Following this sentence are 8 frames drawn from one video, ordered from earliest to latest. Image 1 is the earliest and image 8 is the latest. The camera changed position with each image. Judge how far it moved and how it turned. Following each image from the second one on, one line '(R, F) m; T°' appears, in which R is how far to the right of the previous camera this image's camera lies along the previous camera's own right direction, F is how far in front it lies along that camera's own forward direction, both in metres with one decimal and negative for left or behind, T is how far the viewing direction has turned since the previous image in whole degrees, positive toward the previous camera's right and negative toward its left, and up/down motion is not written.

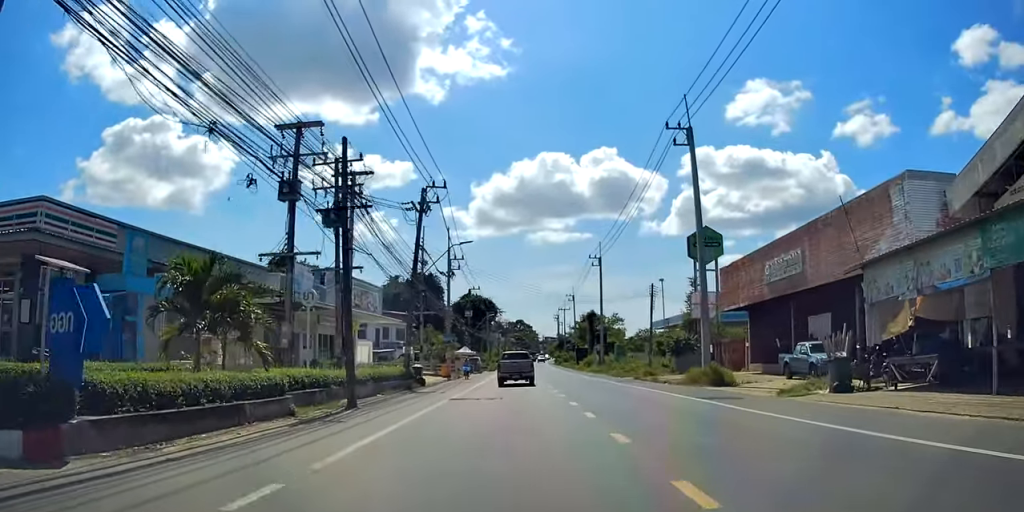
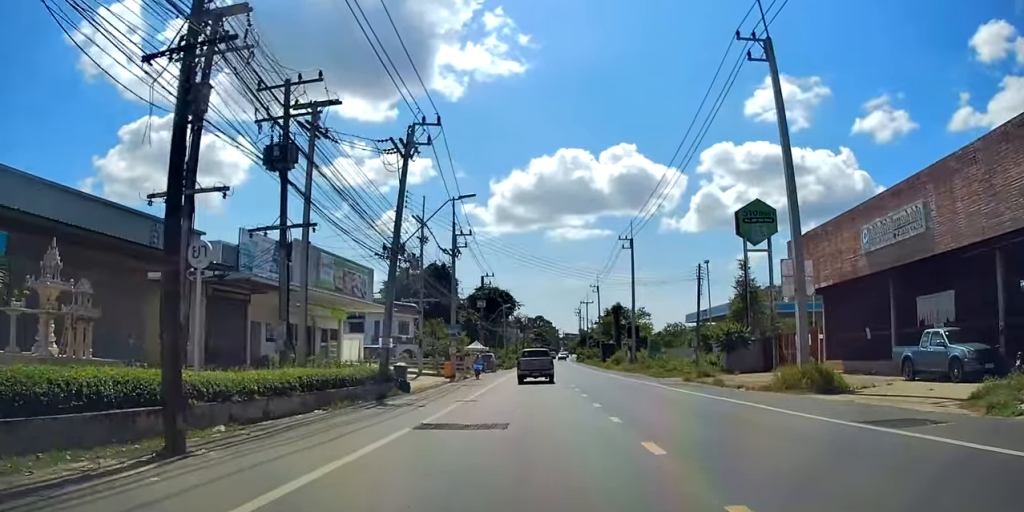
(-0.1, +9.2) m; -2°
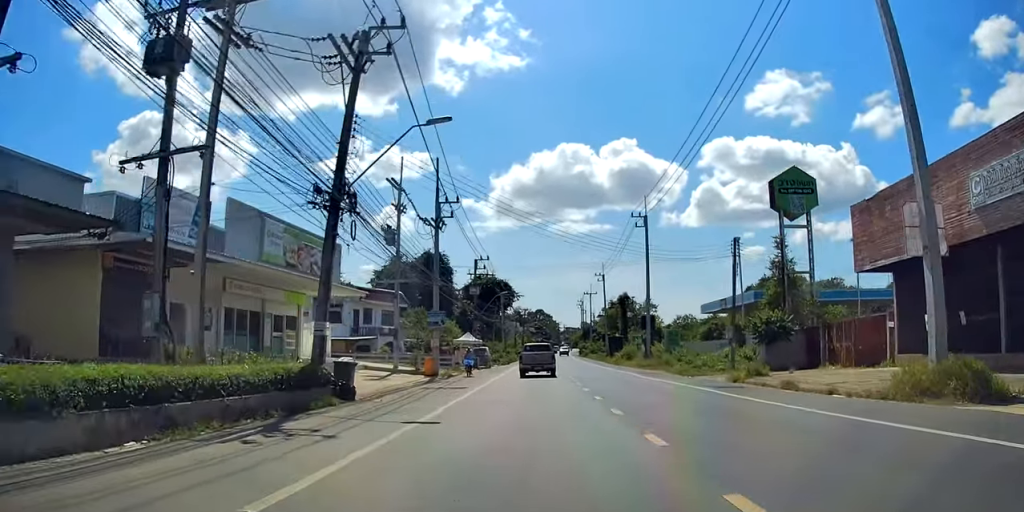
(-0.3, +8.0) m; -1°
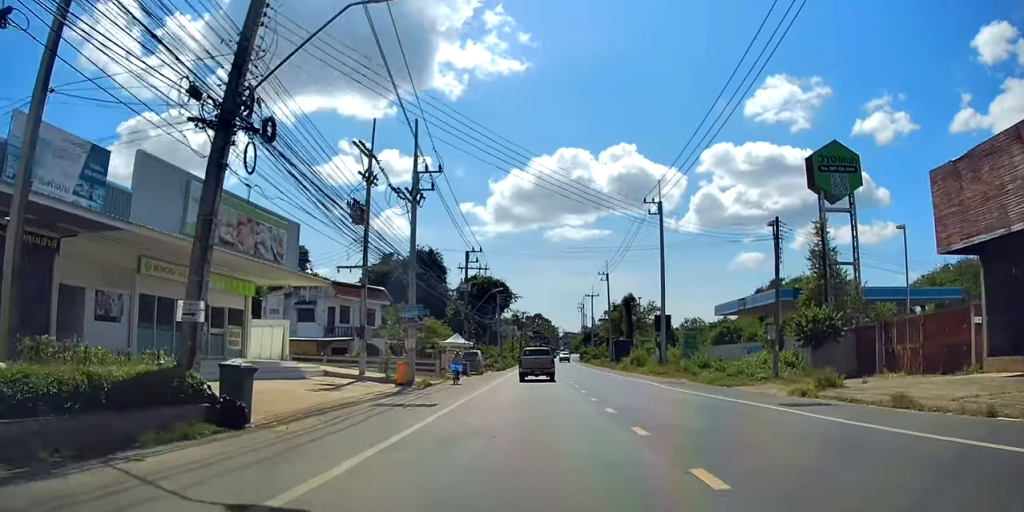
(-0.1, +6.6) m; +1°
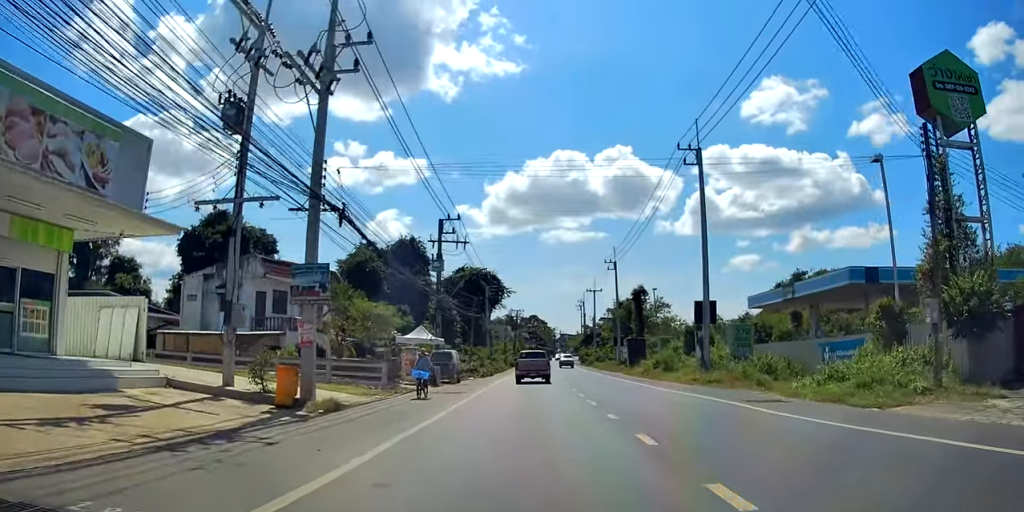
(+0.4, +13.6) m; +2°
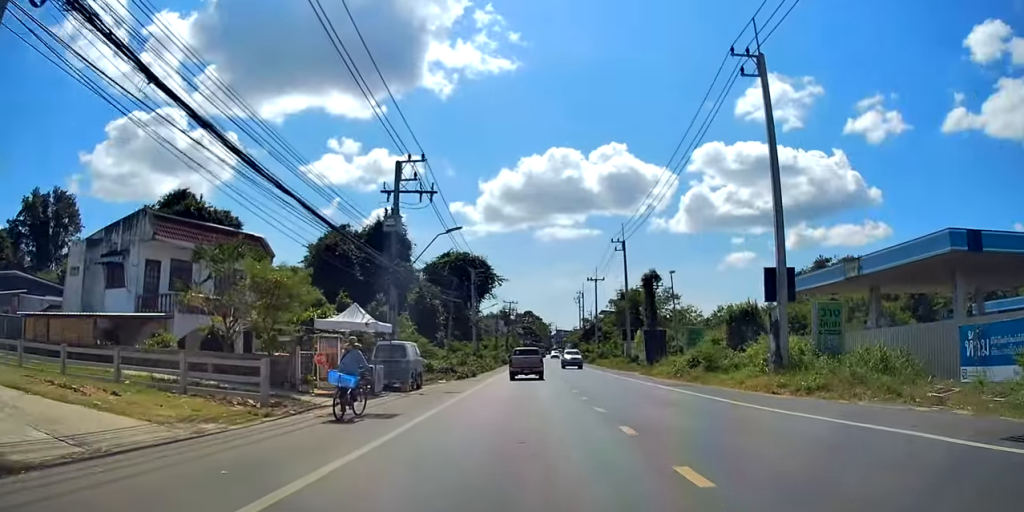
(+0.1, +11.9) m; +1°
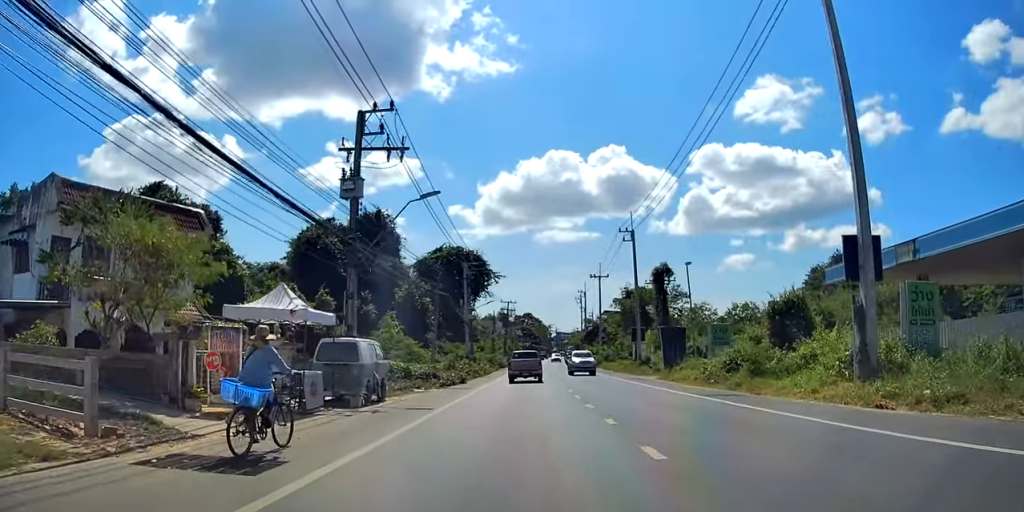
(+0.1, +6.9) m; 0°
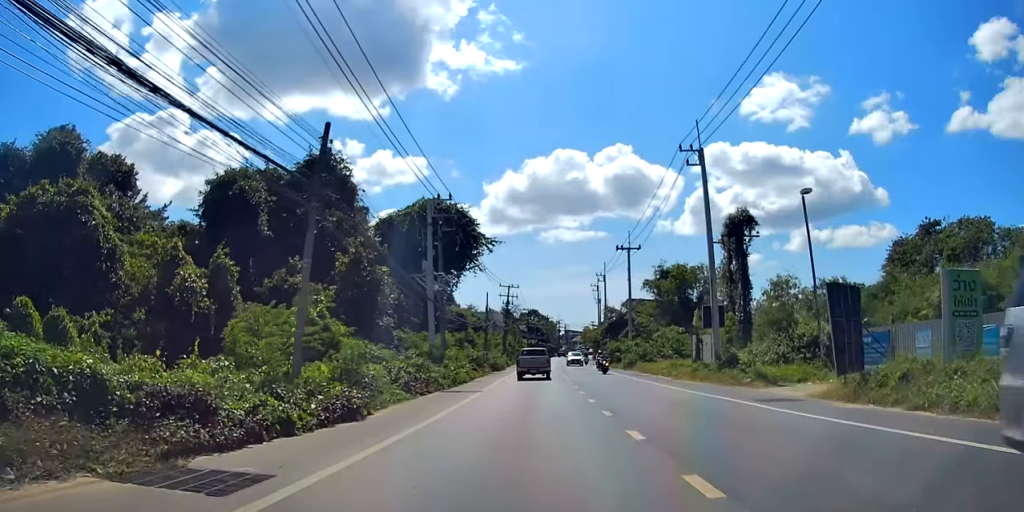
(-0.2, +23.4) m; +1°
